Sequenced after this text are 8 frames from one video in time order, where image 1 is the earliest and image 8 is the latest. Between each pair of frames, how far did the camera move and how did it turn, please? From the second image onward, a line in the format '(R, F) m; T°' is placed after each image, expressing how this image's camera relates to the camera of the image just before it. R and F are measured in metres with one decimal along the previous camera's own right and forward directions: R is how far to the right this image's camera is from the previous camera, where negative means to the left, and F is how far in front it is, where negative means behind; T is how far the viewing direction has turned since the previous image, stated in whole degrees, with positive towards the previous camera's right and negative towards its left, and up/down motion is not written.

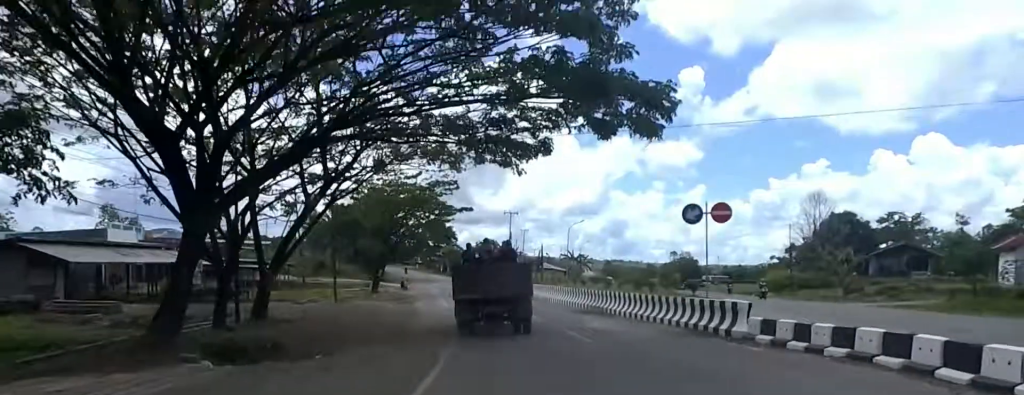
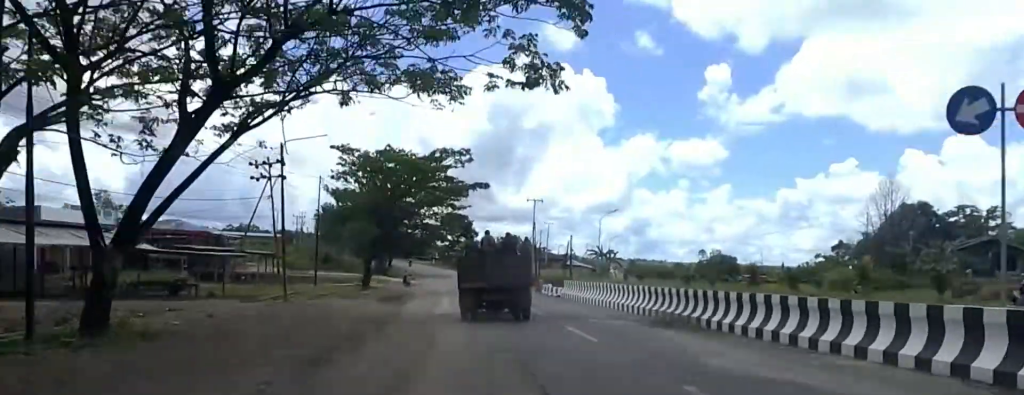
(-1.0, +10.6) m; -5°
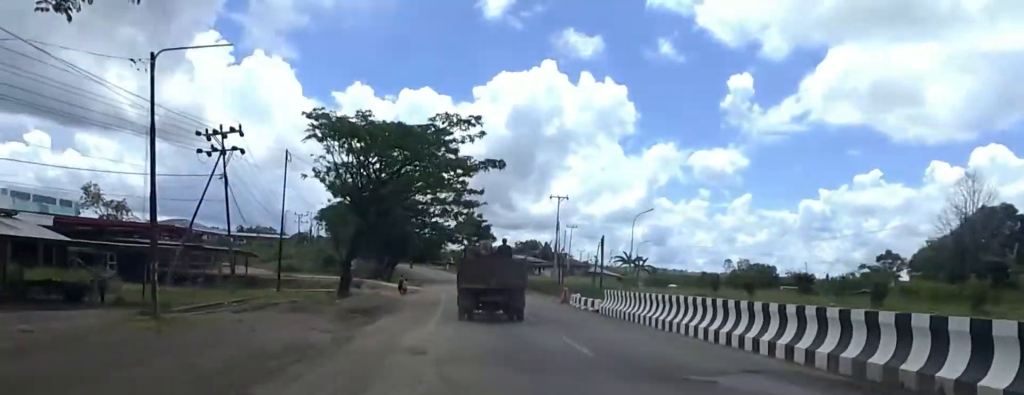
(+0.1, +9.6) m; +2°
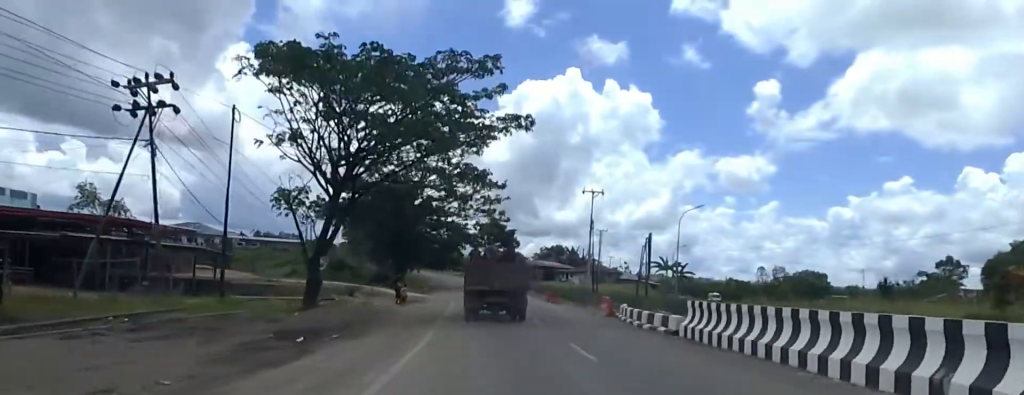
(+0.3, +8.7) m; 0°
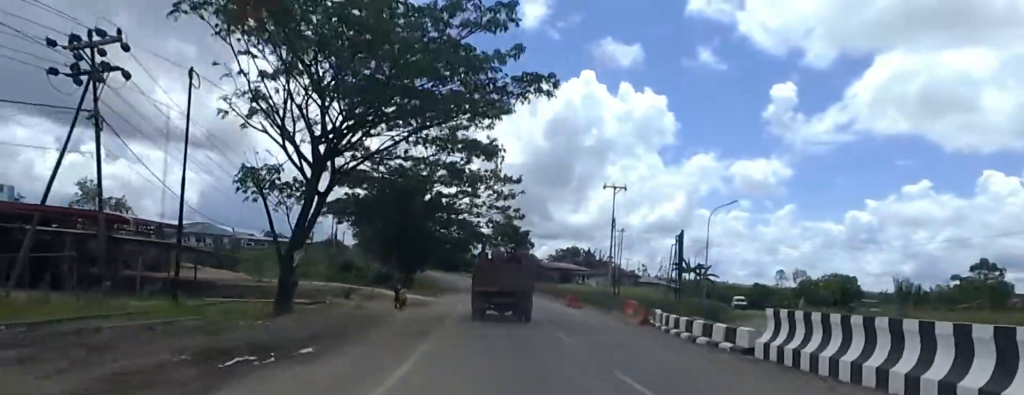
(-0.2, +4.2) m; 0°
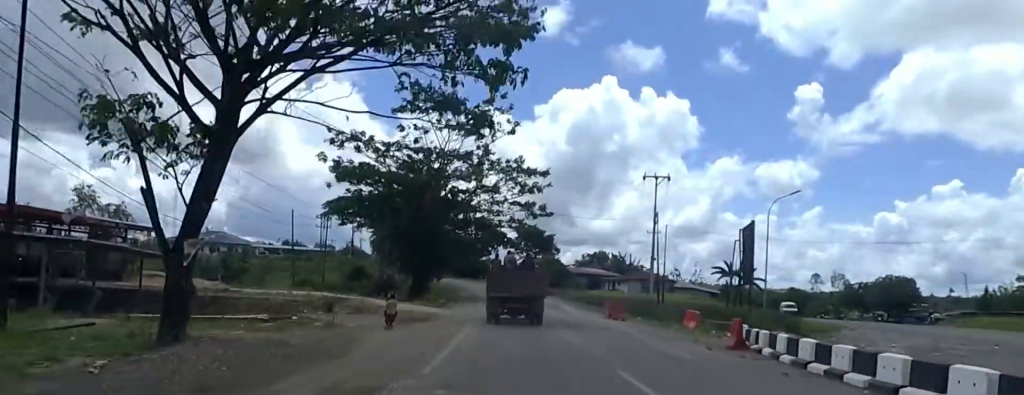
(0.0, +7.4) m; -3°
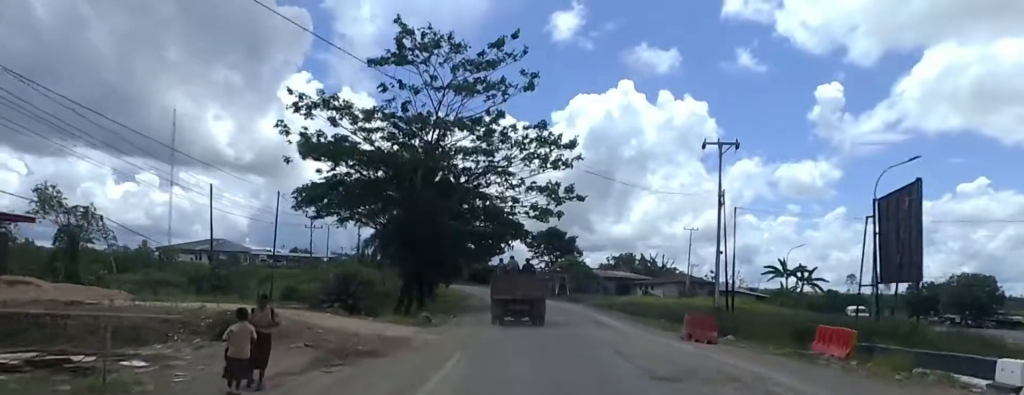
(-0.8, +10.8) m; -4°
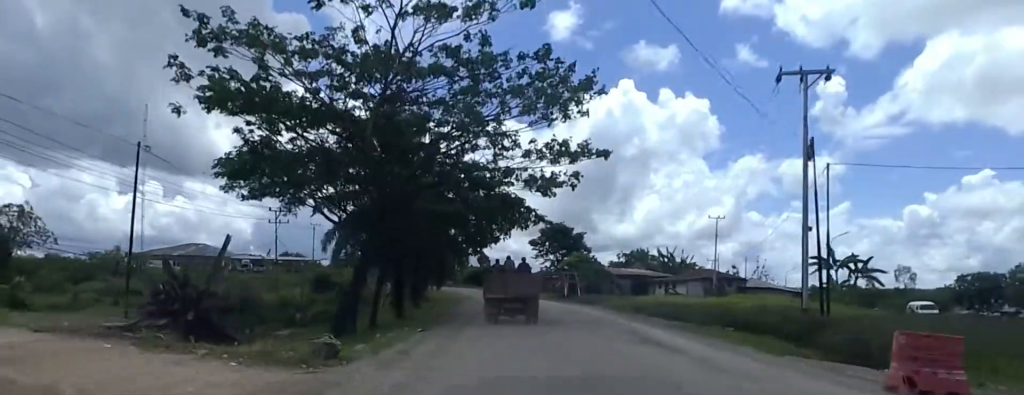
(+0.4, +10.2) m; +6°
